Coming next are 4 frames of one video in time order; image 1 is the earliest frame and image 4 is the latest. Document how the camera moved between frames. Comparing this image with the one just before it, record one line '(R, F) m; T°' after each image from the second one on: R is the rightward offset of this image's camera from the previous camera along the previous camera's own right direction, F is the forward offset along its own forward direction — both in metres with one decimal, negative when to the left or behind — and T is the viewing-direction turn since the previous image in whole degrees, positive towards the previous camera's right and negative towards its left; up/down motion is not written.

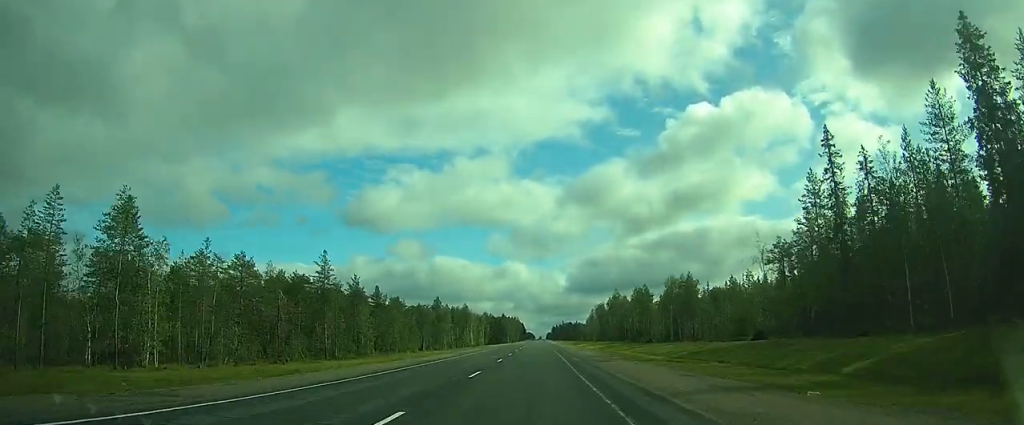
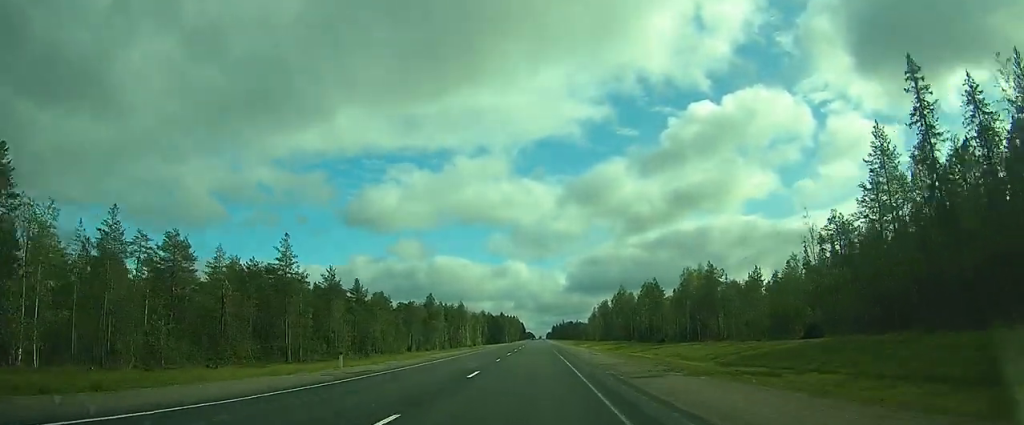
(+0.2, +12.1) m; +1°
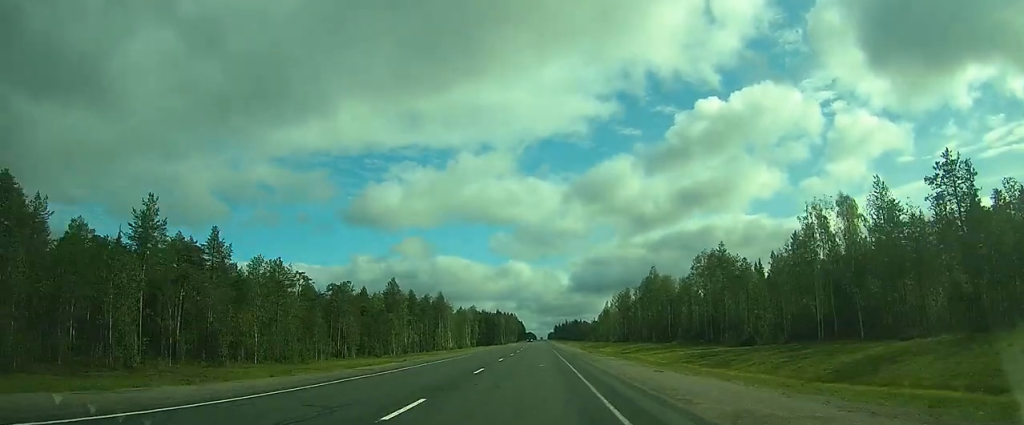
(+0.6, +45.1) m; +1°
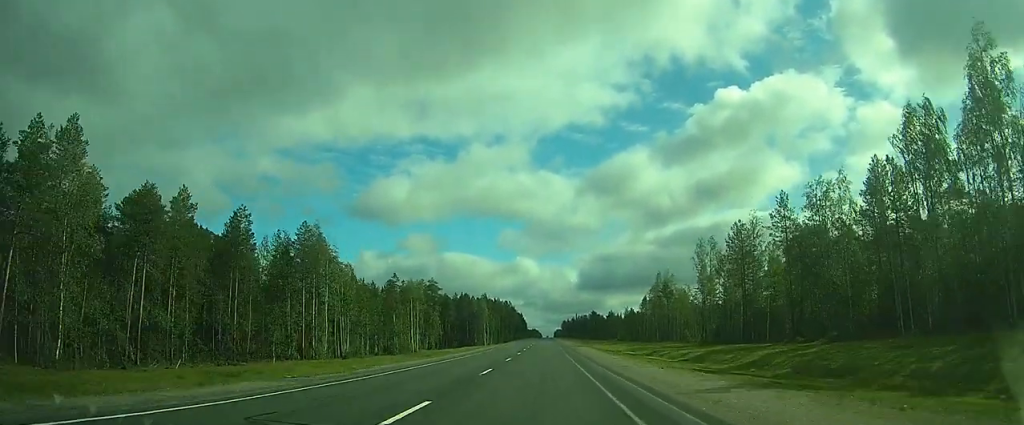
(-0.8, +94.7) m; -1°
